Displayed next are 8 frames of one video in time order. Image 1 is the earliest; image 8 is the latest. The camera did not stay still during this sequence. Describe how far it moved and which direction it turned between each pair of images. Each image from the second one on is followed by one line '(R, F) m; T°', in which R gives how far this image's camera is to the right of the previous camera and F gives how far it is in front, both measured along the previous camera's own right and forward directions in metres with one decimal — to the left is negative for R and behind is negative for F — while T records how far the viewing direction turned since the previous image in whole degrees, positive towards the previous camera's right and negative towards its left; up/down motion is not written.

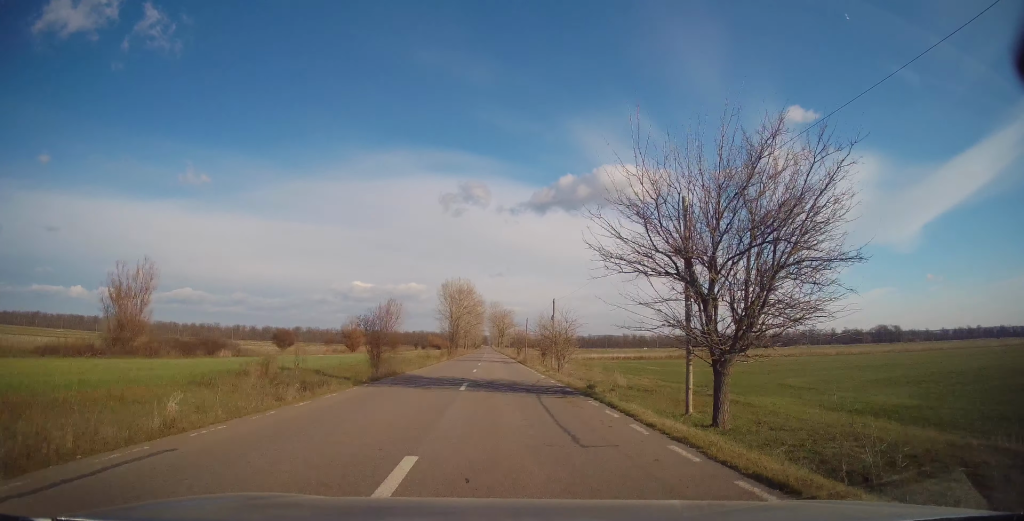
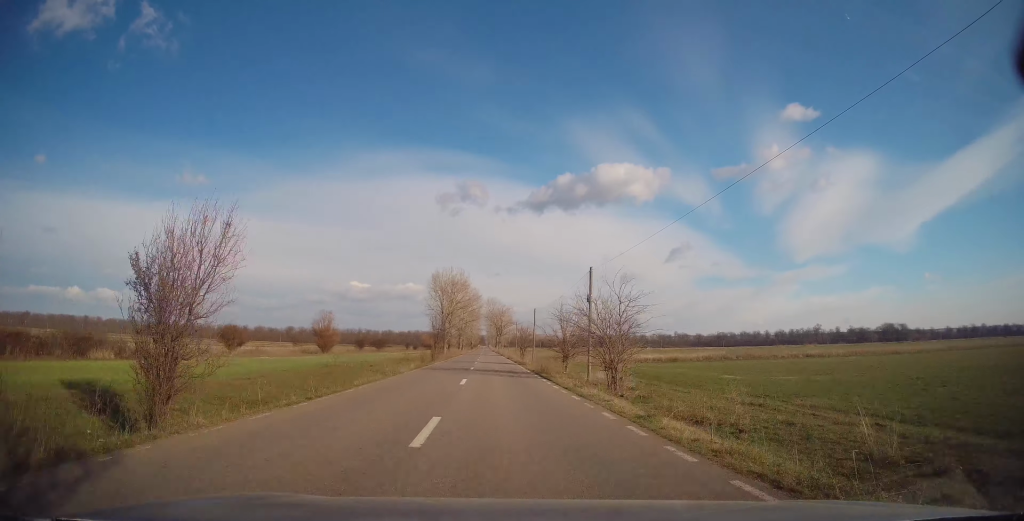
(0.0, +20.1) m; -1°
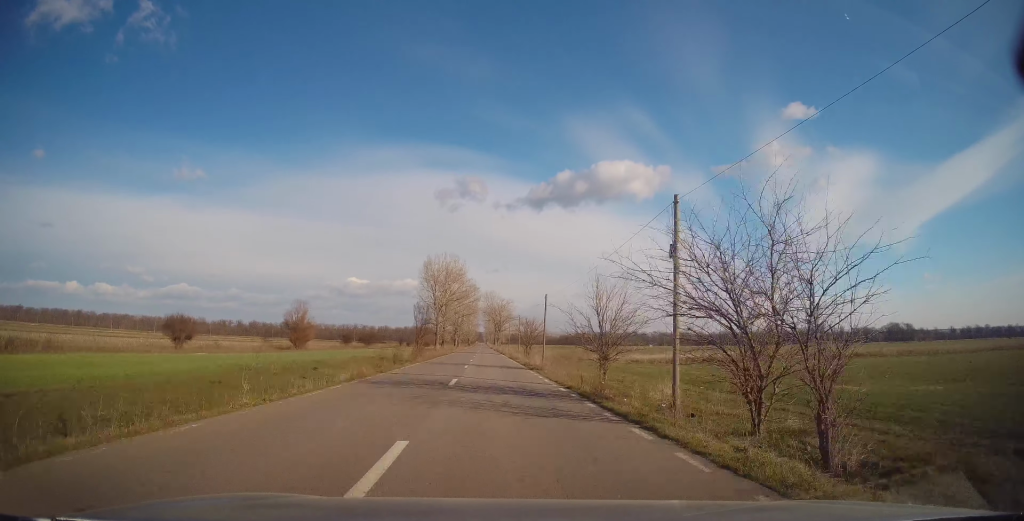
(-0.2, +14.0) m; -1°
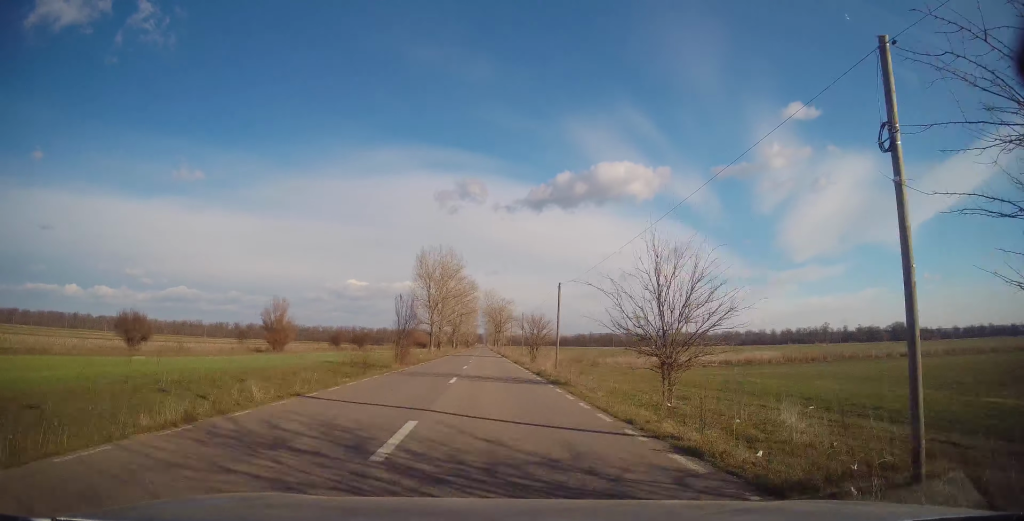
(0.0, +10.2) m; 0°
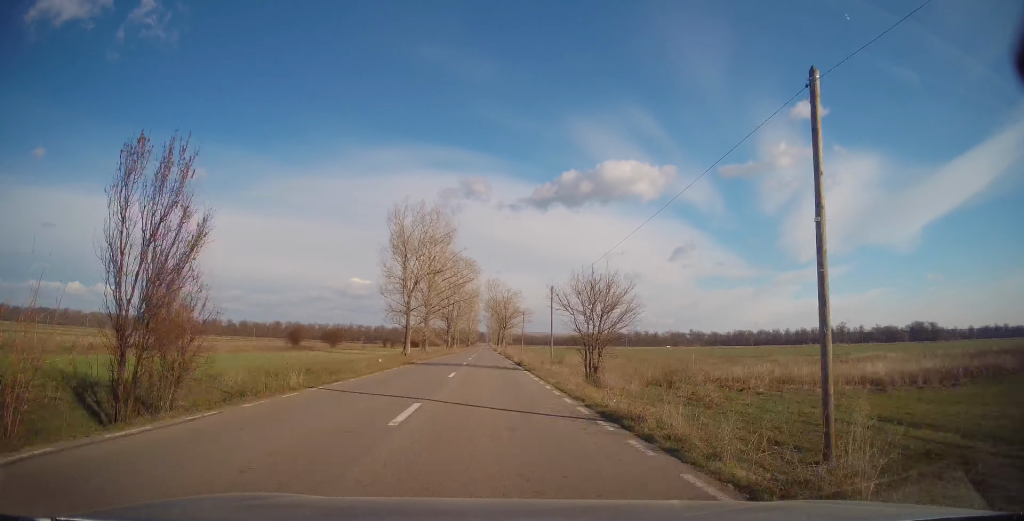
(0.0, +33.3) m; 0°
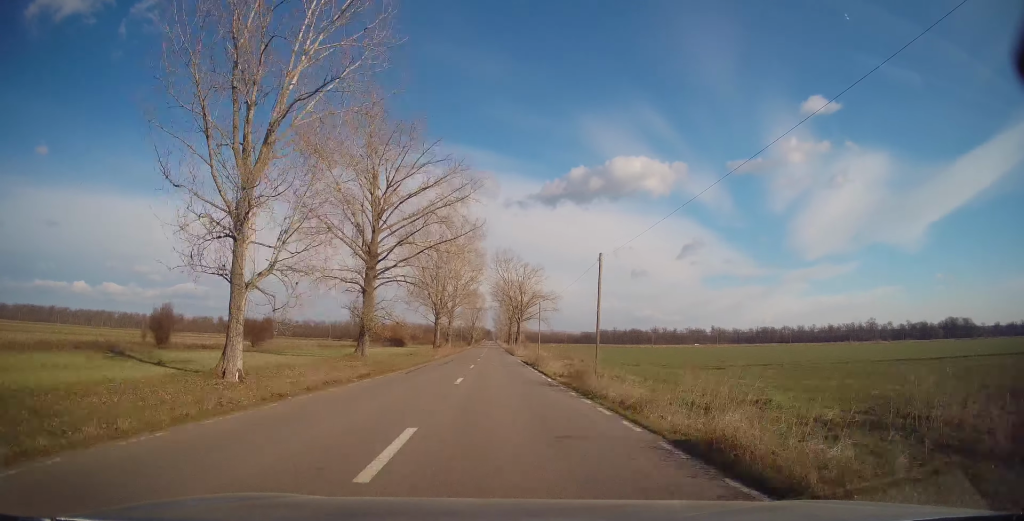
(+0.2, +49.7) m; 0°
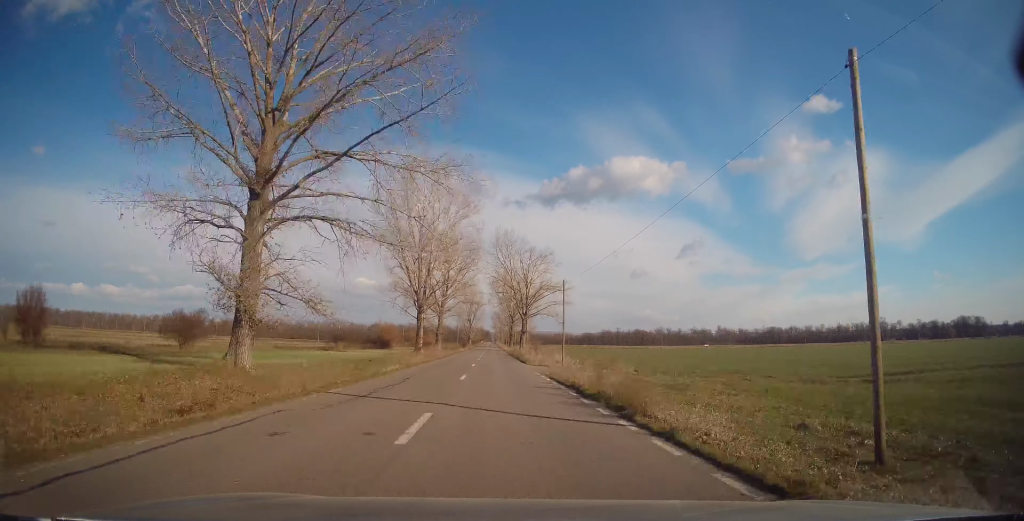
(-0.1, +21.9) m; 0°
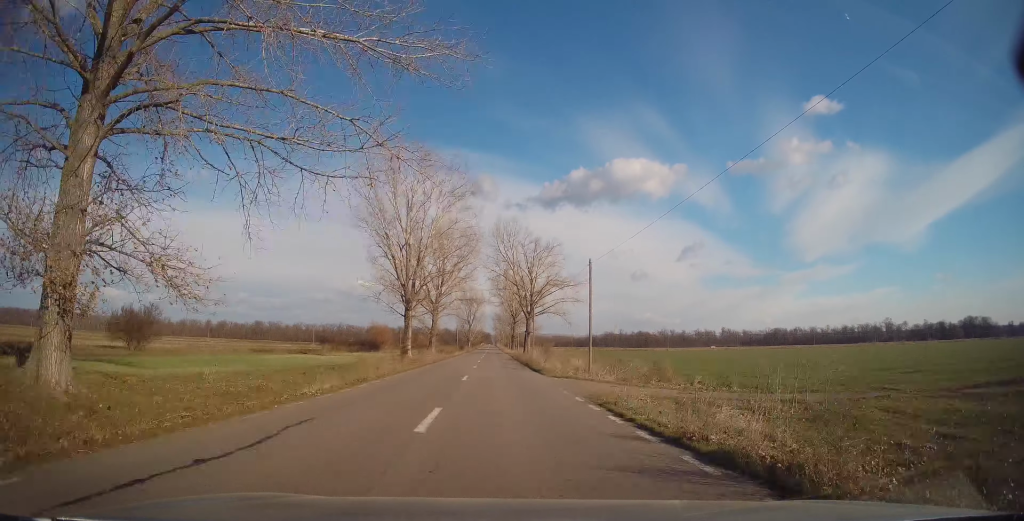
(0.0, +10.7) m; 0°
